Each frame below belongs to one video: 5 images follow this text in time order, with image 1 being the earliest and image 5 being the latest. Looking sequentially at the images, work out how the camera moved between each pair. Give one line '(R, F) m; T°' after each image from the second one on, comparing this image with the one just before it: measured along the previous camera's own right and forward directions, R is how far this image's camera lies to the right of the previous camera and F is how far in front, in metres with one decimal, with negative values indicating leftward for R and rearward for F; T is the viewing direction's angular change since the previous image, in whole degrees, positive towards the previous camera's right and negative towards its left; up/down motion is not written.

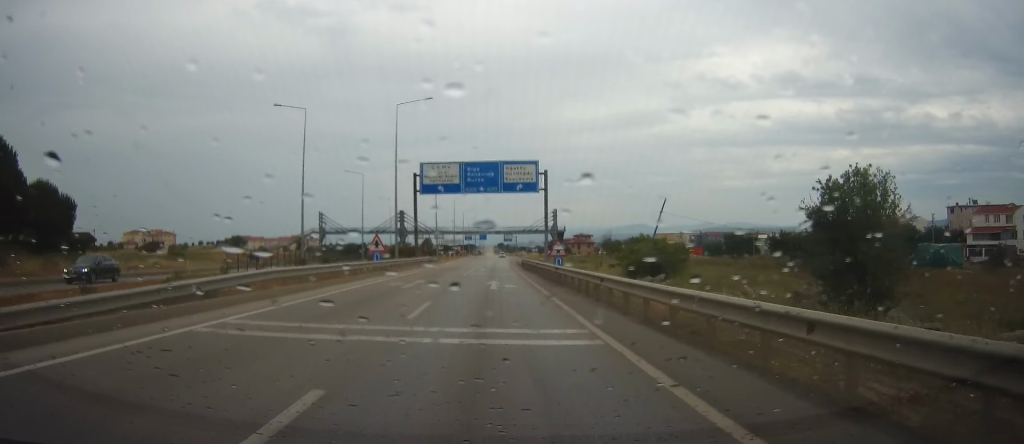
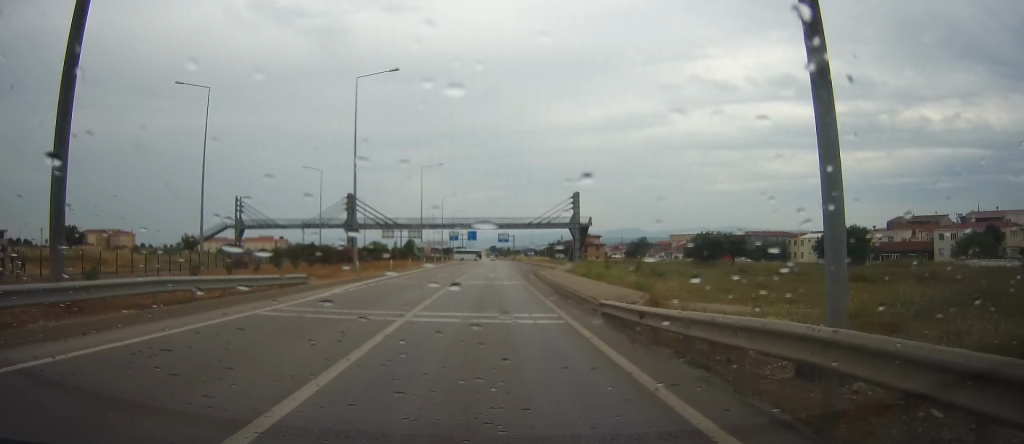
(+0.5, +52.7) m; -1°
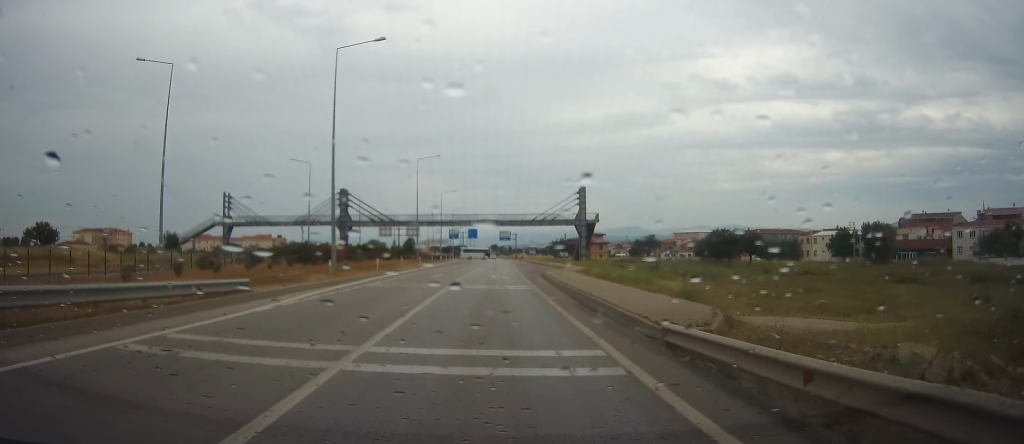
(+0.1, +6.0) m; -2°
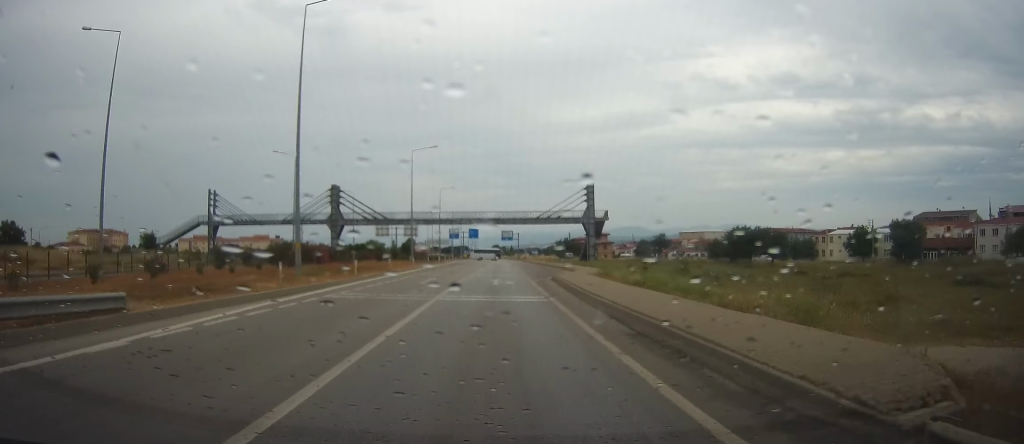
(-0.2, +6.9) m; -1°
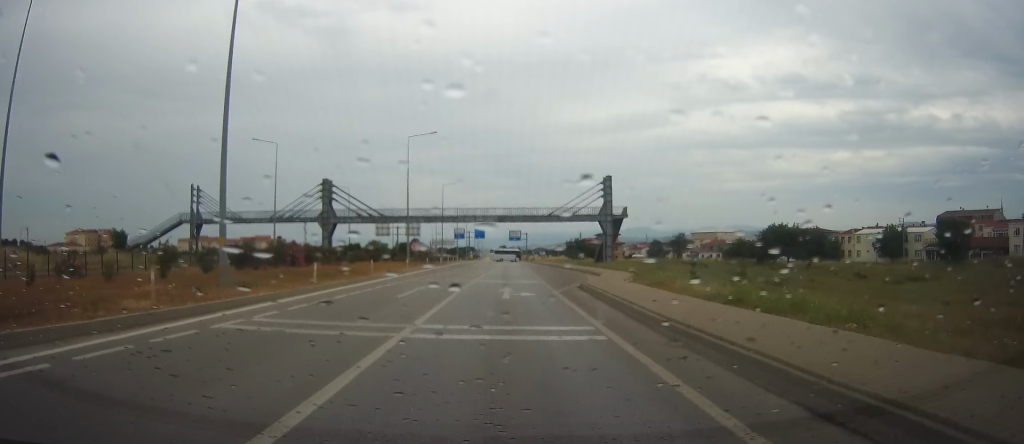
(-0.3, +8.9) m; 0°
